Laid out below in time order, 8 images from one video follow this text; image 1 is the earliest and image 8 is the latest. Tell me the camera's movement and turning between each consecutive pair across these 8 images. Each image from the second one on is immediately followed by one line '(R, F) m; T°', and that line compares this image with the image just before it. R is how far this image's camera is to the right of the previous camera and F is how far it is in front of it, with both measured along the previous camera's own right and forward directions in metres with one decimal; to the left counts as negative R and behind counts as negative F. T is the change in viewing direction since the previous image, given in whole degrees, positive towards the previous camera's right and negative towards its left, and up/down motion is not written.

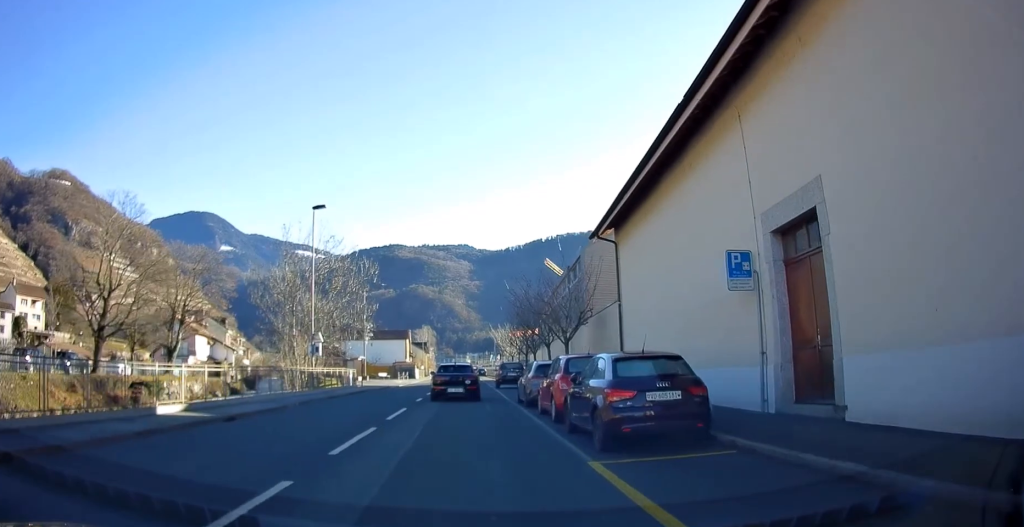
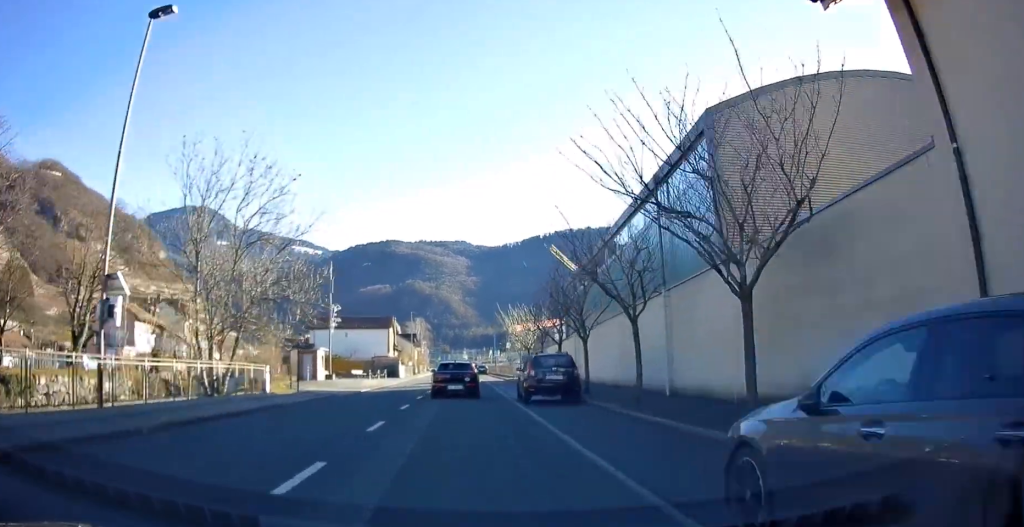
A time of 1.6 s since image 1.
(+0.2, +17.6) m; +1°
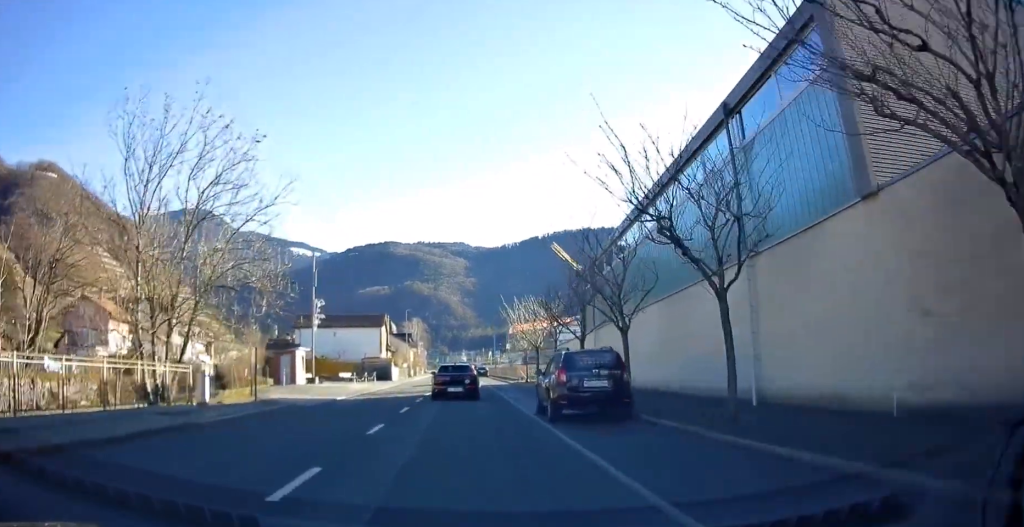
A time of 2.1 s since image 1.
(+0.1, +6.1) m; 0°
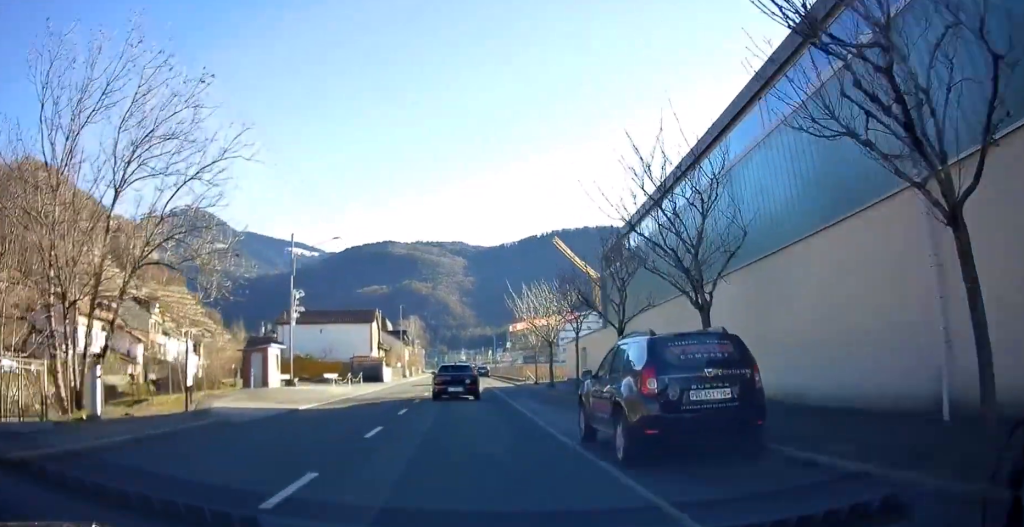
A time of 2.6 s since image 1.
(-0.2, +5.9) m; 0°
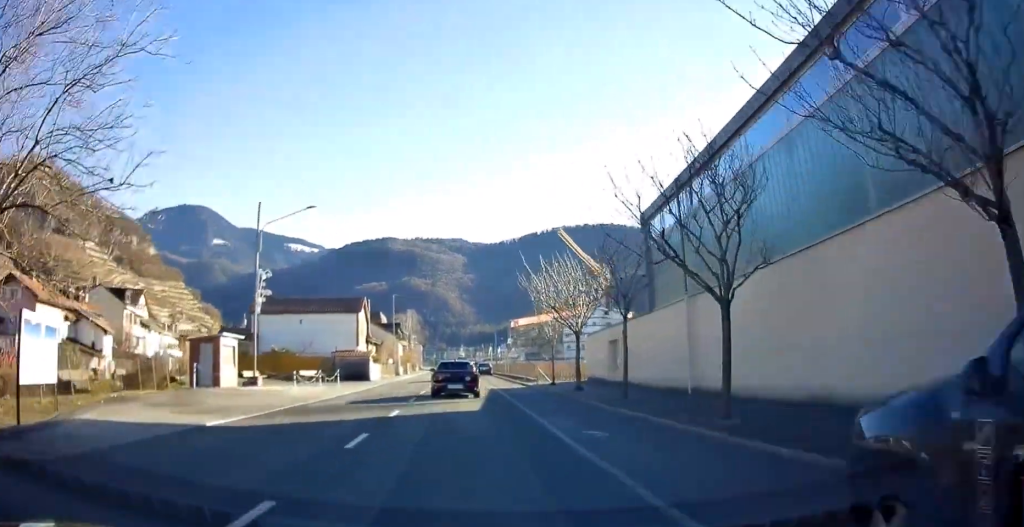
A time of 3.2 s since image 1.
(-0.1, +7.5) m; 0°
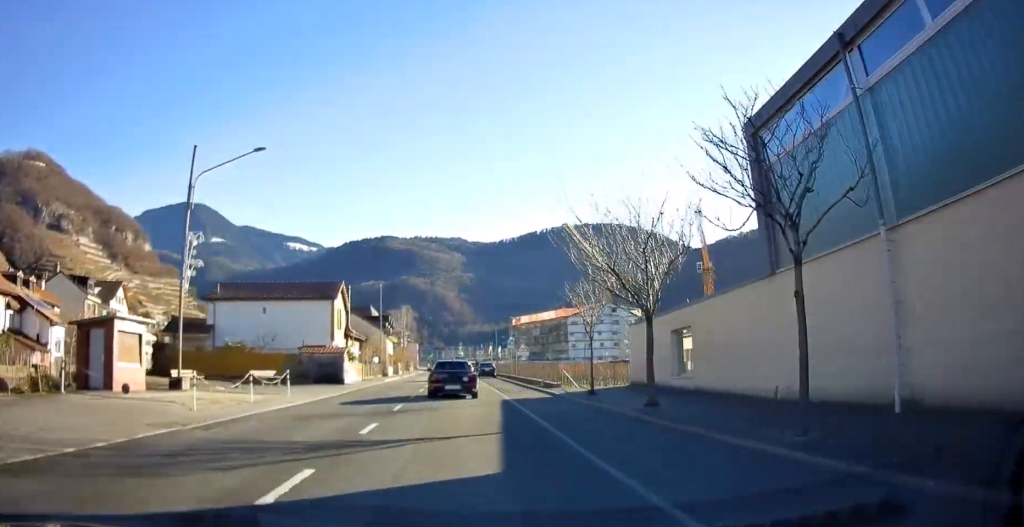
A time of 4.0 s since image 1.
(+0.2, +9.3) m; +1°
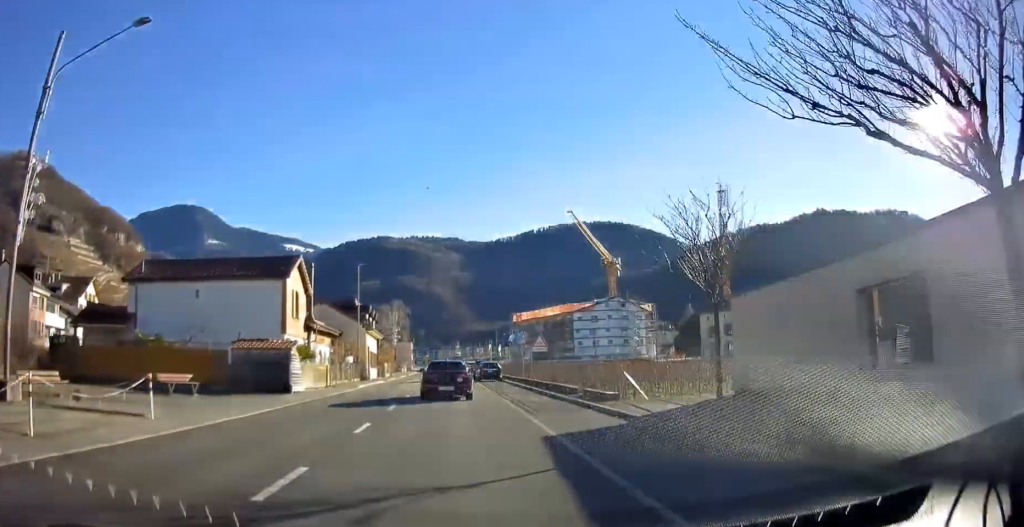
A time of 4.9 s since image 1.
(0.0, +11.4) m; 0°
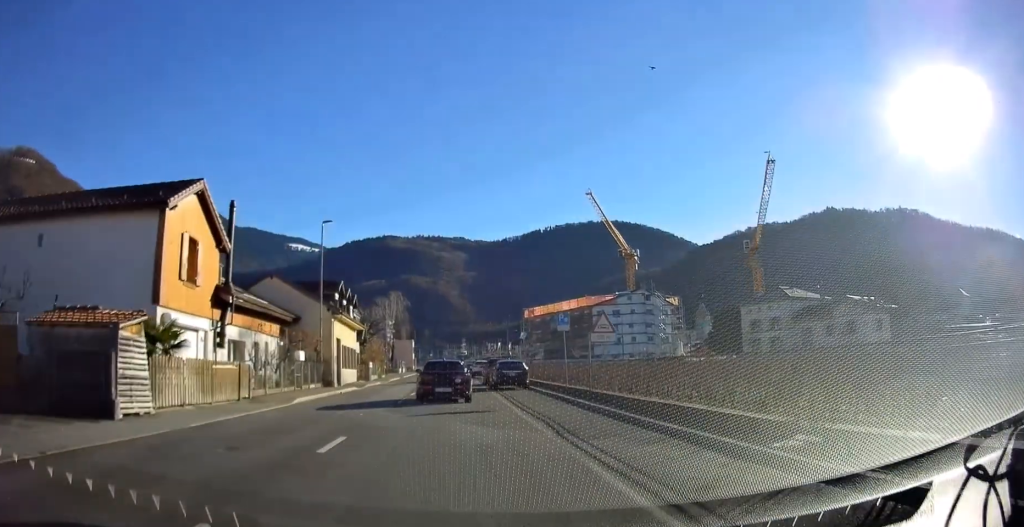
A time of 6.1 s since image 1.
(0.0, +14.5) m; 0°
